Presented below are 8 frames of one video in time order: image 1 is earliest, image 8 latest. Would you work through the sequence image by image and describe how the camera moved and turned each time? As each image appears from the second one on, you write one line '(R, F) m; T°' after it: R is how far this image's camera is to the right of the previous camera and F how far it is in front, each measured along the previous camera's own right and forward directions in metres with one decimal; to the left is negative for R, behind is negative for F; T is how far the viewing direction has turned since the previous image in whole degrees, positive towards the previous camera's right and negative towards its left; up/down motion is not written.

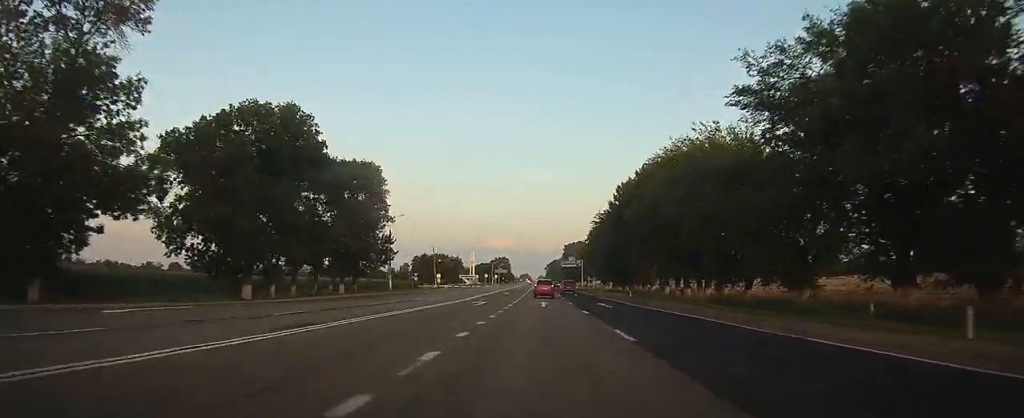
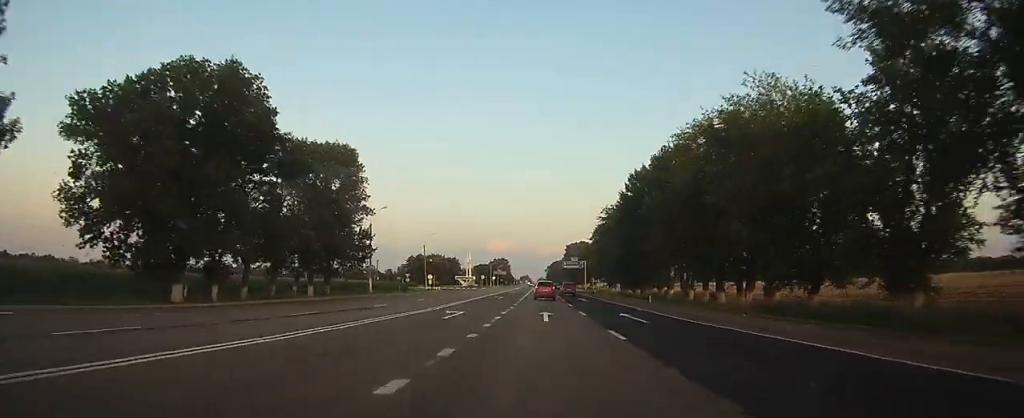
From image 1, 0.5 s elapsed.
(0.0, +10.5) m; 0°
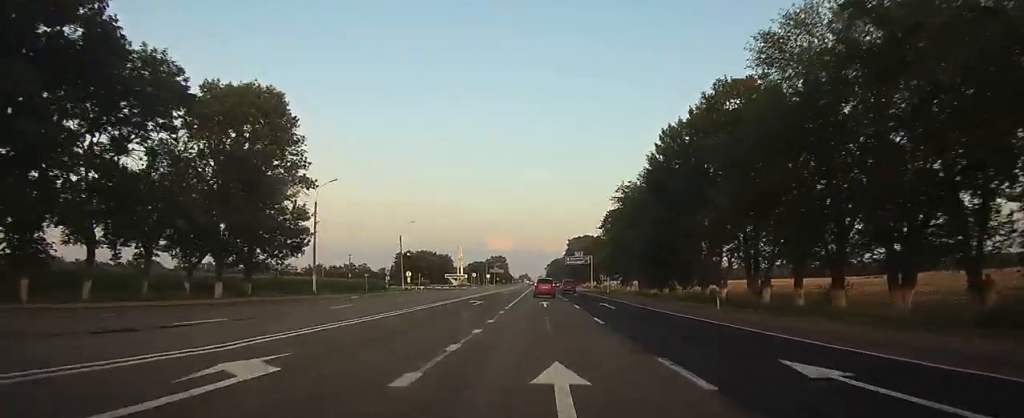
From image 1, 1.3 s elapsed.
(0.0, +20.9) m; 0°
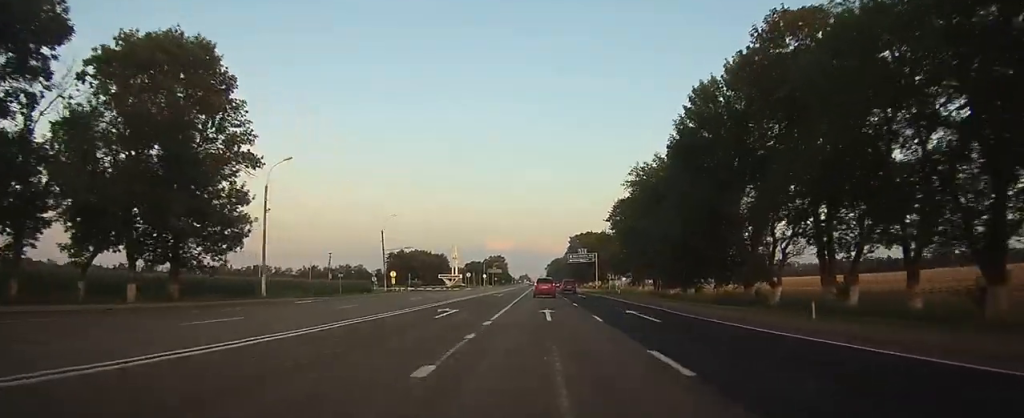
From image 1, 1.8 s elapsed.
(0.0, +12.6) m; 0°
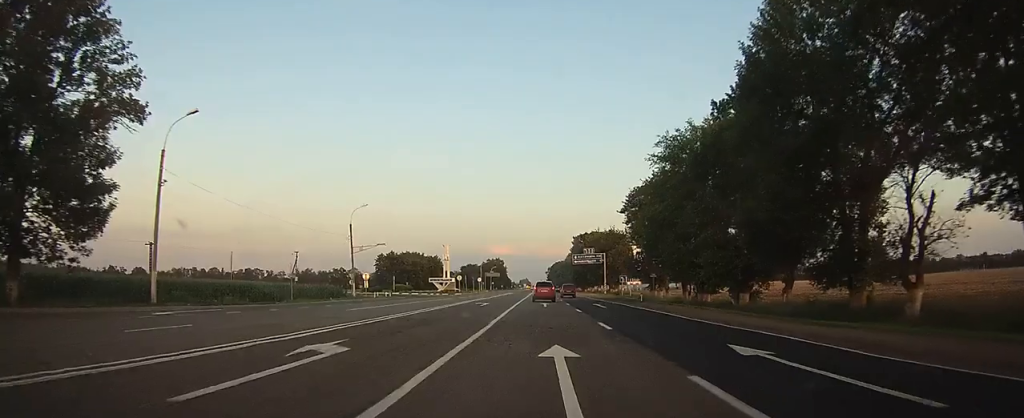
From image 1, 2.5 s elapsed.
(0.0, +18.5) m; 0°
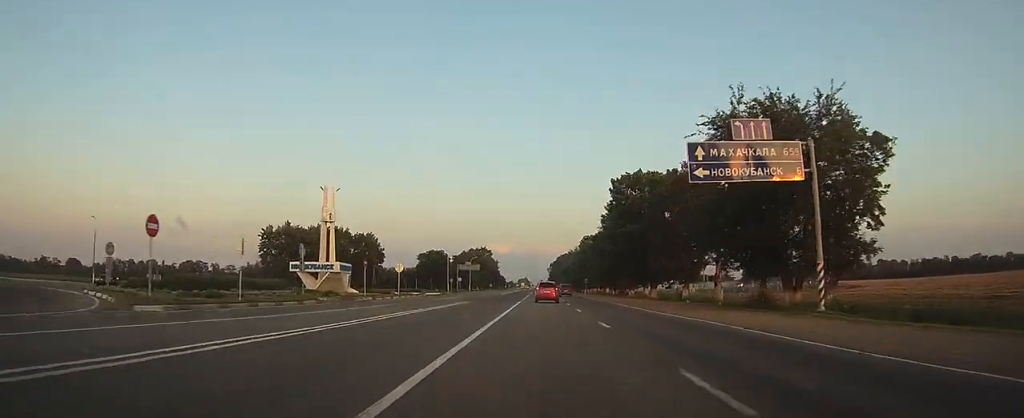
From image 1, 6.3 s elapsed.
(0.0, +92.1) m; 0°
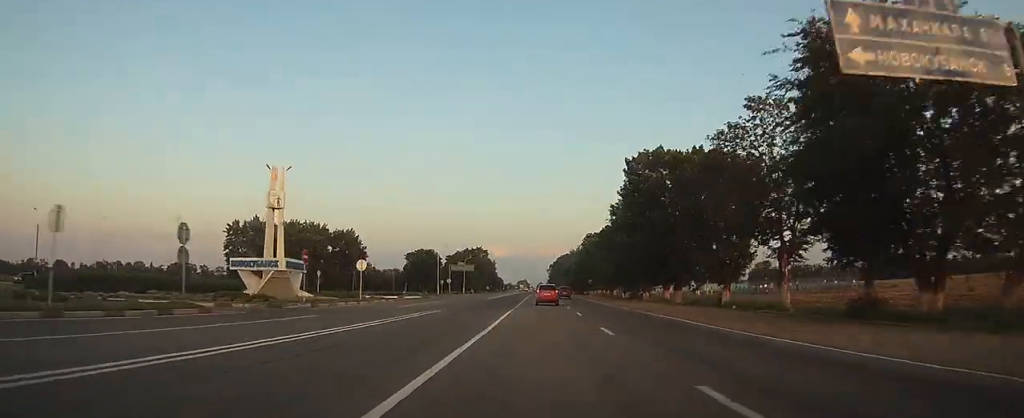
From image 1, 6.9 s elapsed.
(0.0, +13.1) m; 0°
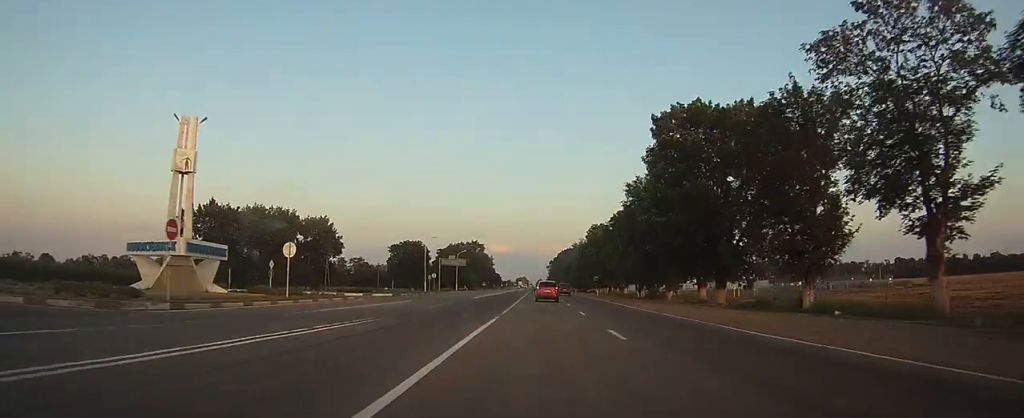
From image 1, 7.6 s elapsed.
(0.0, +14.4) m; 0°
